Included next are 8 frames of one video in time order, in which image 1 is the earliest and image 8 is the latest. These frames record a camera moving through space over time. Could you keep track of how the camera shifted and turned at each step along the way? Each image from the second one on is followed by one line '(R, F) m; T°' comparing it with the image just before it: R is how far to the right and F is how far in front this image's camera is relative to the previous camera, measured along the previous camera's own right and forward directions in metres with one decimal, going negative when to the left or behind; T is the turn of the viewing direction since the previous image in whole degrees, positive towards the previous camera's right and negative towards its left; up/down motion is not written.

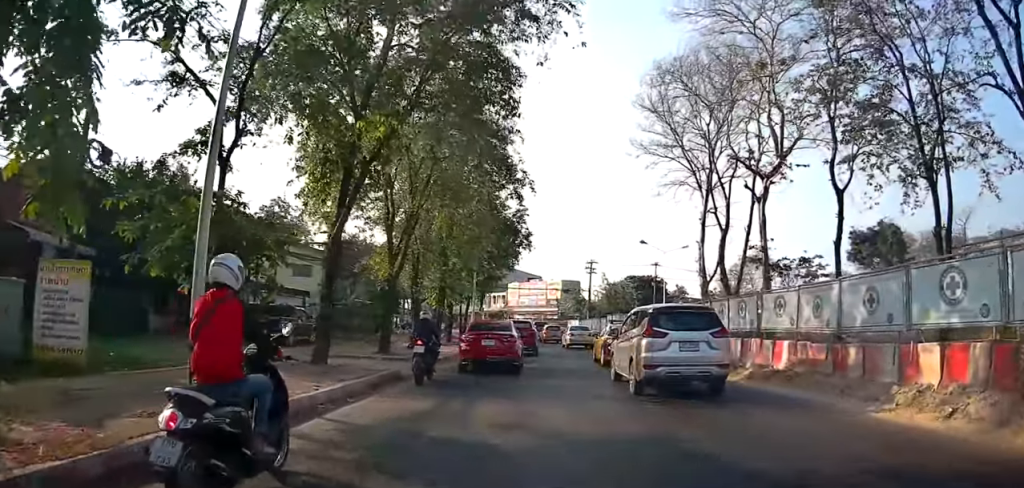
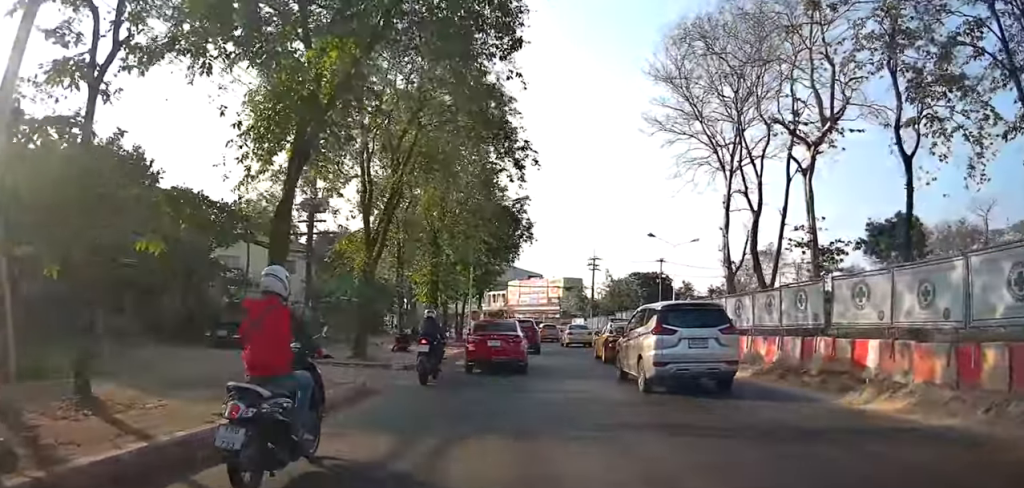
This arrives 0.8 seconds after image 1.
(0.0, +3.5) m; 0°
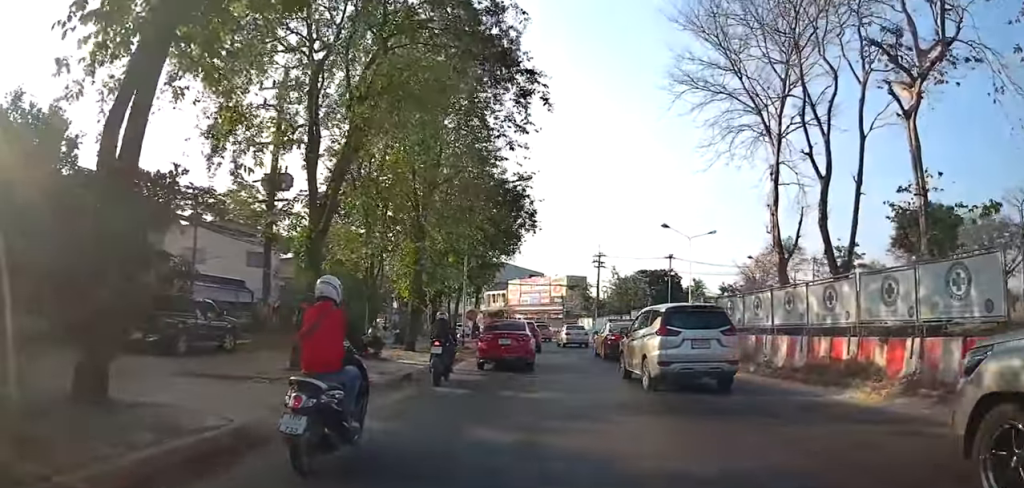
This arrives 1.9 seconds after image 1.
(0.0, +4.9) m; +5°
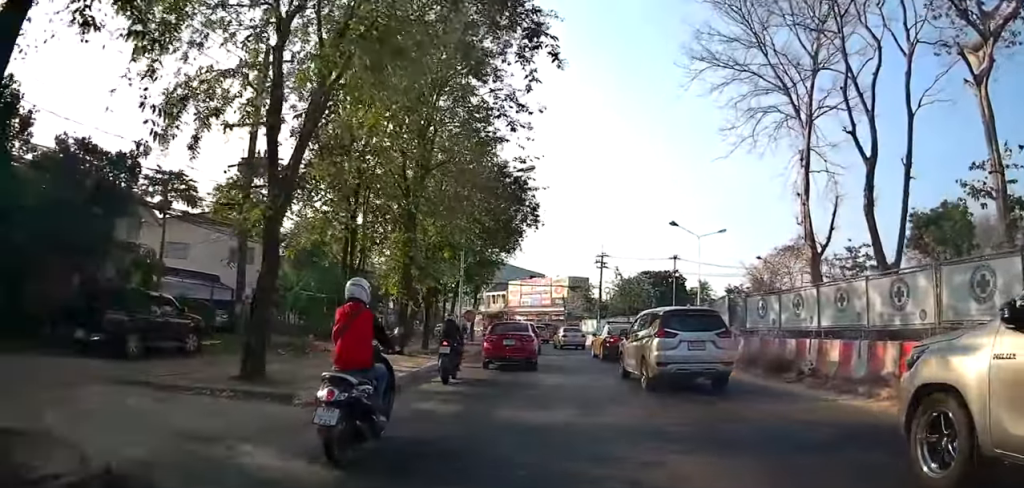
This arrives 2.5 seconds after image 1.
(-0.1, +2.3) m; +6°
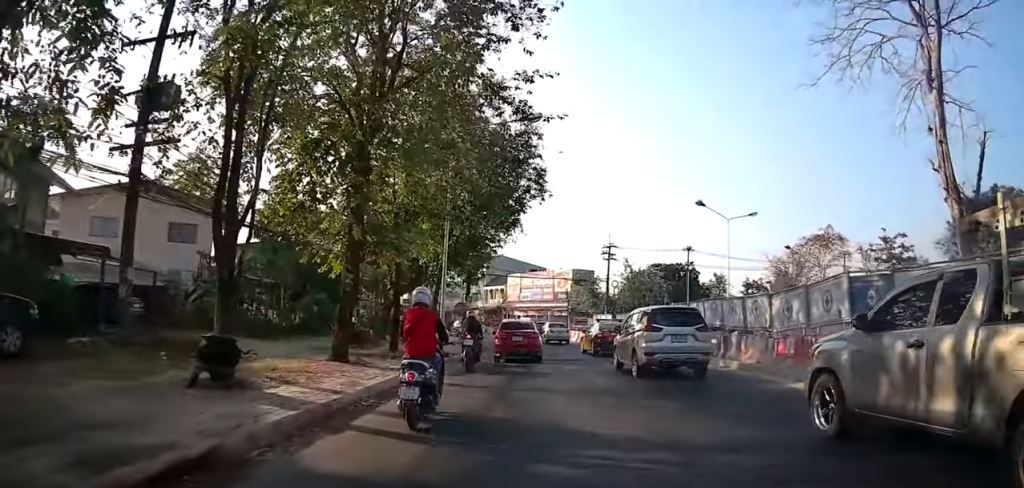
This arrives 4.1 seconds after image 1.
(+0.2, +6.5) m; -5°
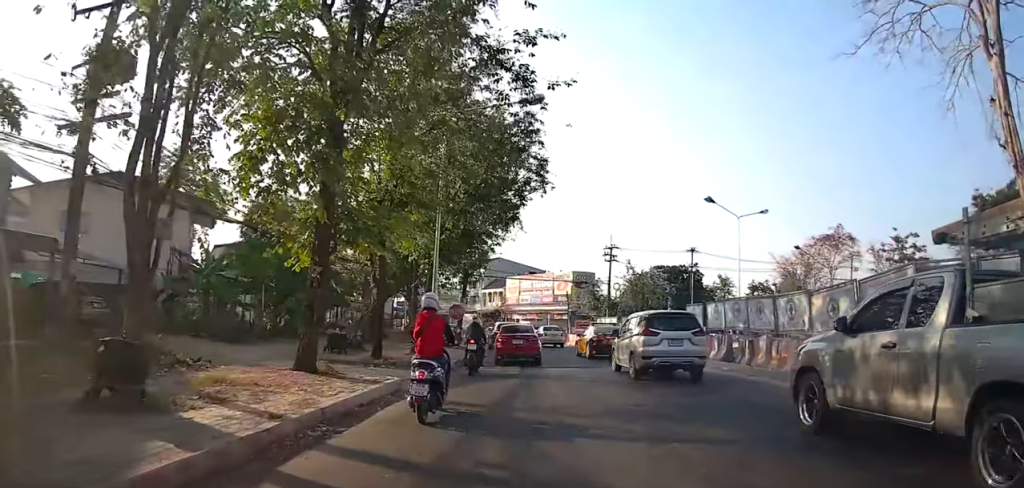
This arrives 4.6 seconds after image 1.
(-0.2, +2.1) m; -4°
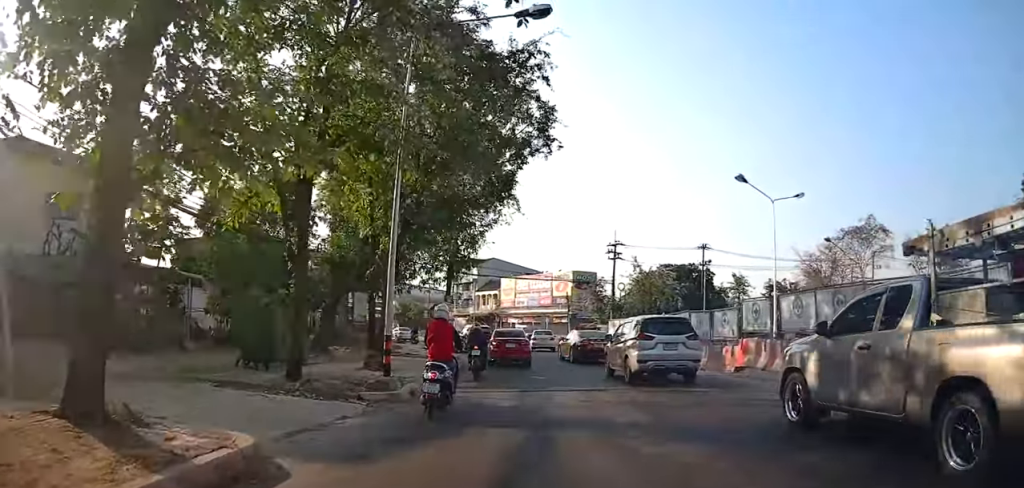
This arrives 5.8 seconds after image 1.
(+0.2, +6.2) m; +2°
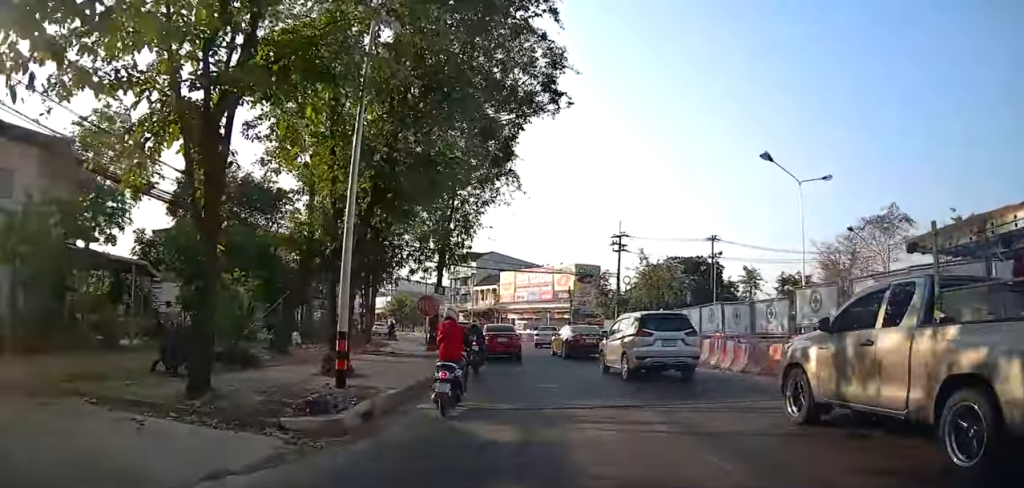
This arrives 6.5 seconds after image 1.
(0.0, +3.5) m; 0°
